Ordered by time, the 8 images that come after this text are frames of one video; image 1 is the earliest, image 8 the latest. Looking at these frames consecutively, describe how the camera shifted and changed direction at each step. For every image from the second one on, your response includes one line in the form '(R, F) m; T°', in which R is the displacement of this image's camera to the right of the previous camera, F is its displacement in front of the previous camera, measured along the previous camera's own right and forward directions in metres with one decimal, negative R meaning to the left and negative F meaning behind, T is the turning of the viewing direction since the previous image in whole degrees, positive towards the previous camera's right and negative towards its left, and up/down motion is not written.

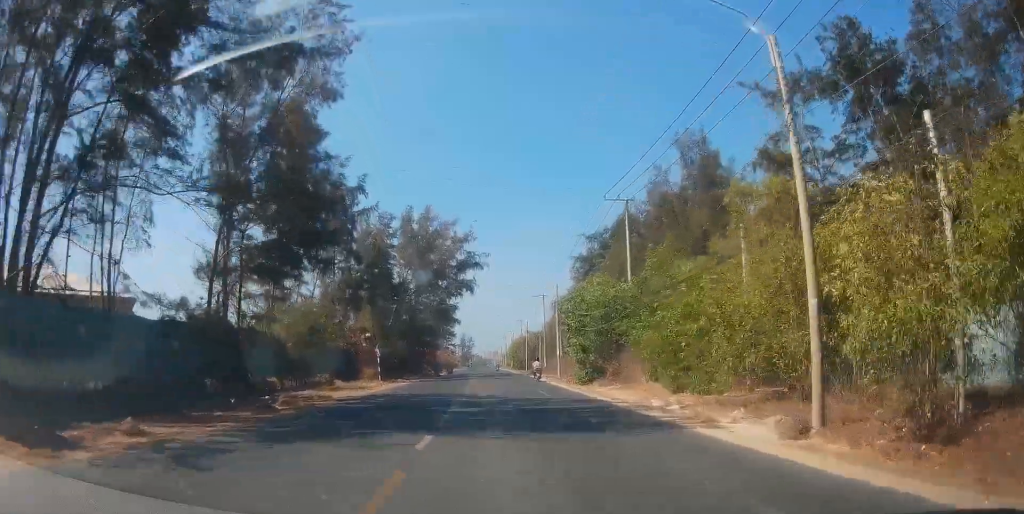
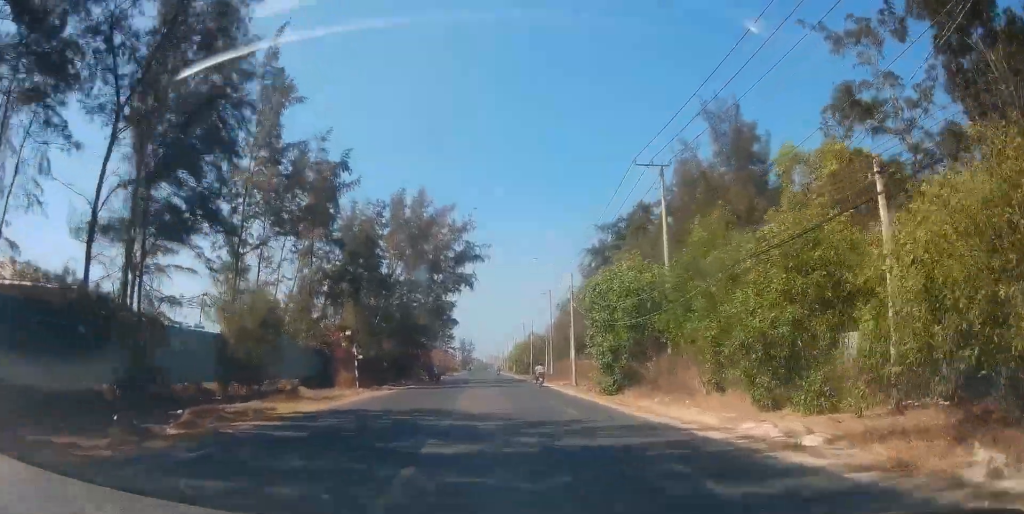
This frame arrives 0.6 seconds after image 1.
(-0.1, +8.5) m; 0°
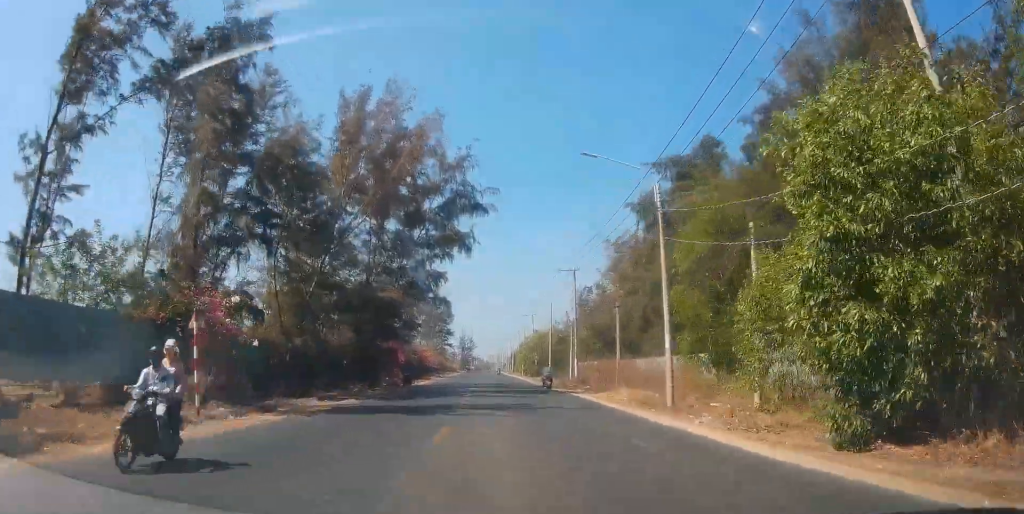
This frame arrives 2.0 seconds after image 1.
(+0.1, +21.9) m; -1°
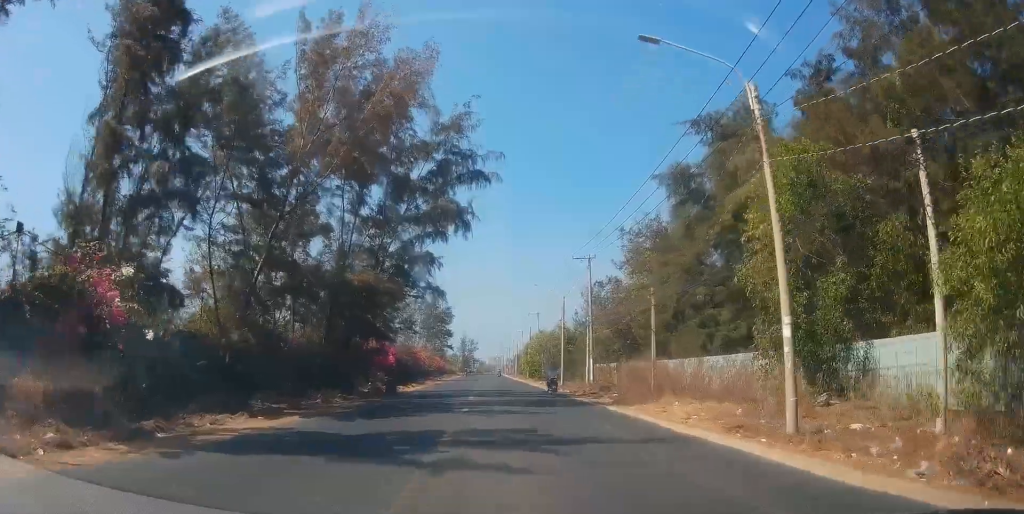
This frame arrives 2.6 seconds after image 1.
(-0.1, +8.5) m; -1°
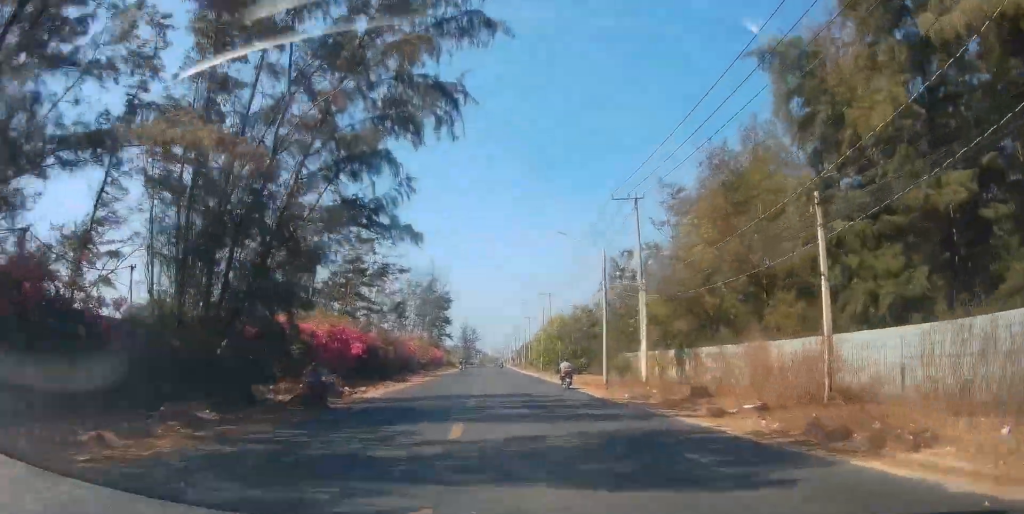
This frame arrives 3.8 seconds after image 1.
(0.0, +17.5) m; 0°
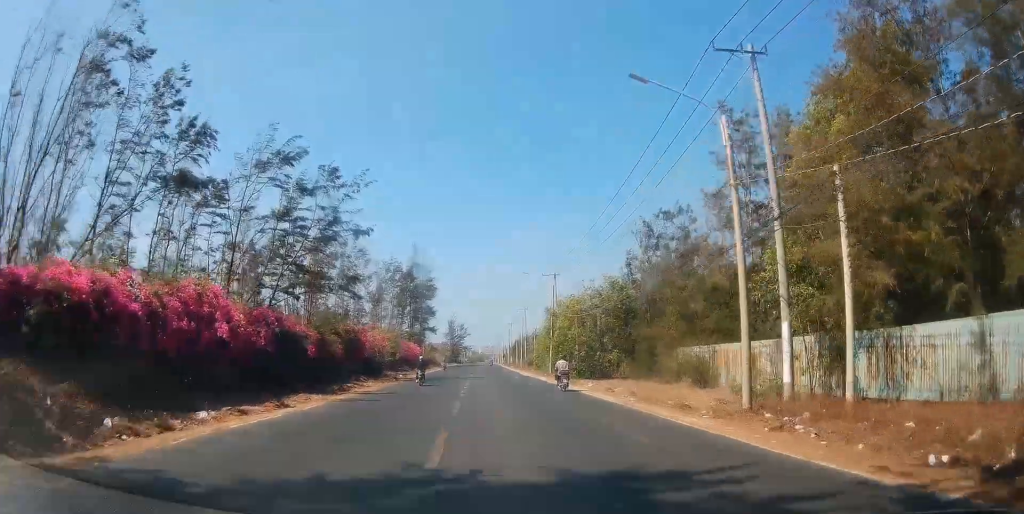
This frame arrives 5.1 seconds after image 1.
(+0.3, +19.9) m; +1°
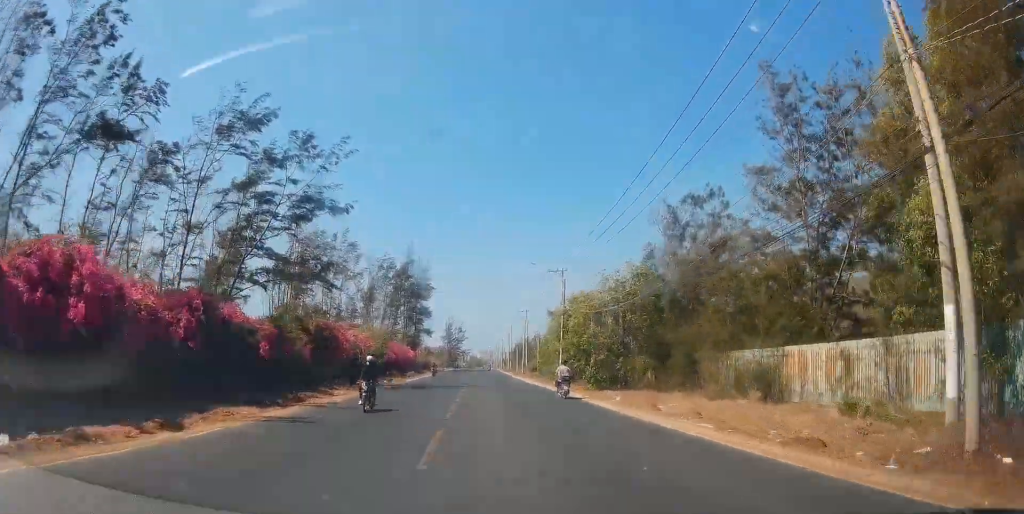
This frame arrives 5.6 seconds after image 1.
(+0.1, +7.9) m; 0°
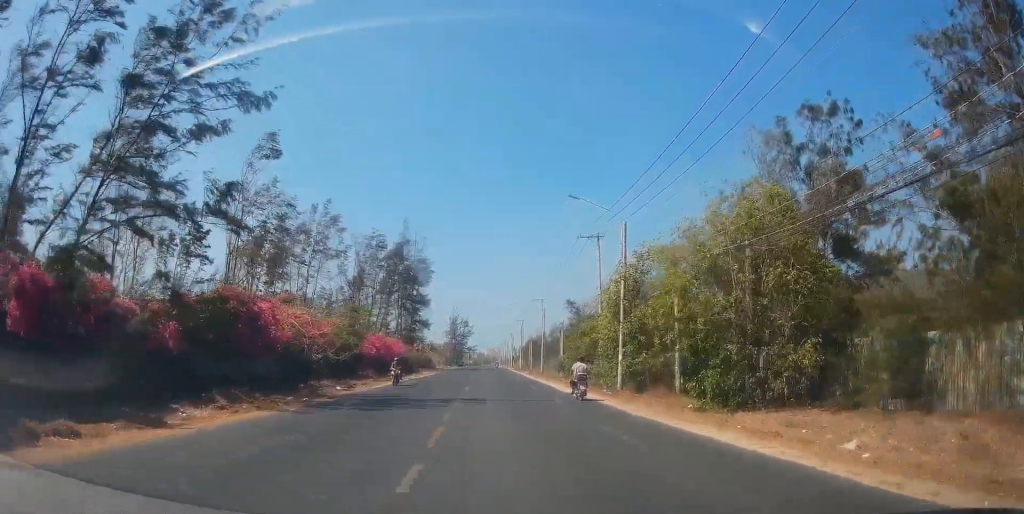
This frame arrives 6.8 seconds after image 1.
(-0.3, +18.0) m; 0°
